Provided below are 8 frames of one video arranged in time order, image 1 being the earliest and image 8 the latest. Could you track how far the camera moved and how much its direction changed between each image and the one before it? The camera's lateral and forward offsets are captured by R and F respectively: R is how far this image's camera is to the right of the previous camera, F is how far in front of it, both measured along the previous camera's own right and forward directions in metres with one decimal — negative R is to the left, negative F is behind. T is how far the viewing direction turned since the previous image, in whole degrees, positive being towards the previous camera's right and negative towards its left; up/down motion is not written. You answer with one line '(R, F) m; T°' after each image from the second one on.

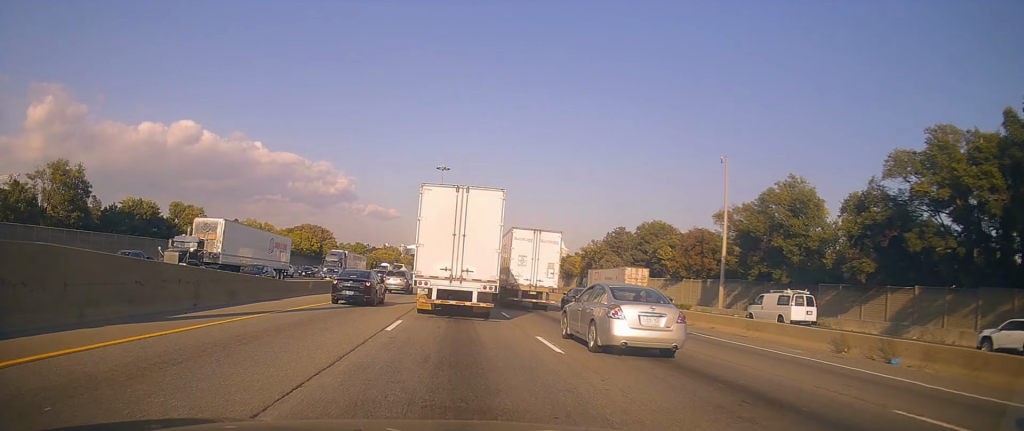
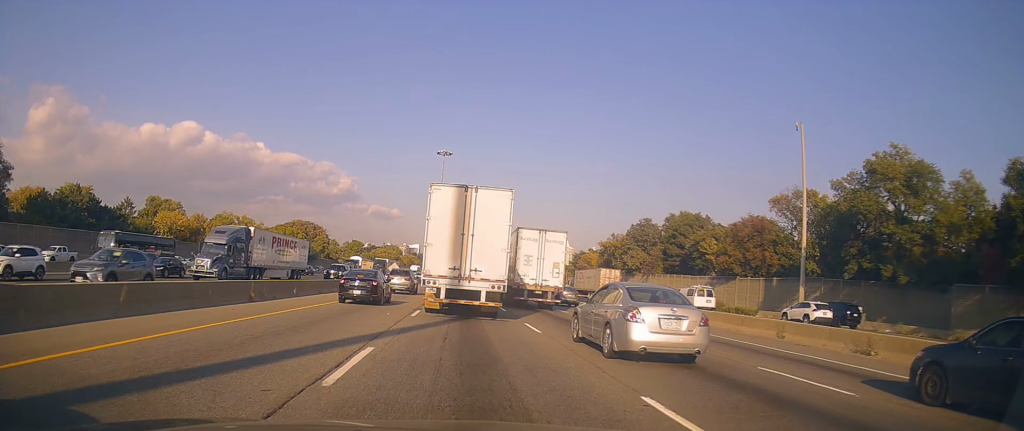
(-0.5, +18.7) m; -2°
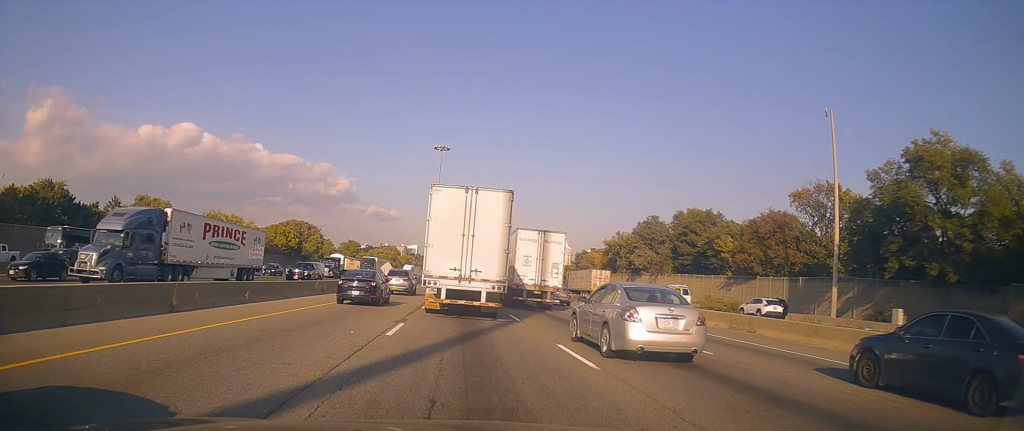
(-0.2, +6.2) m; +2°
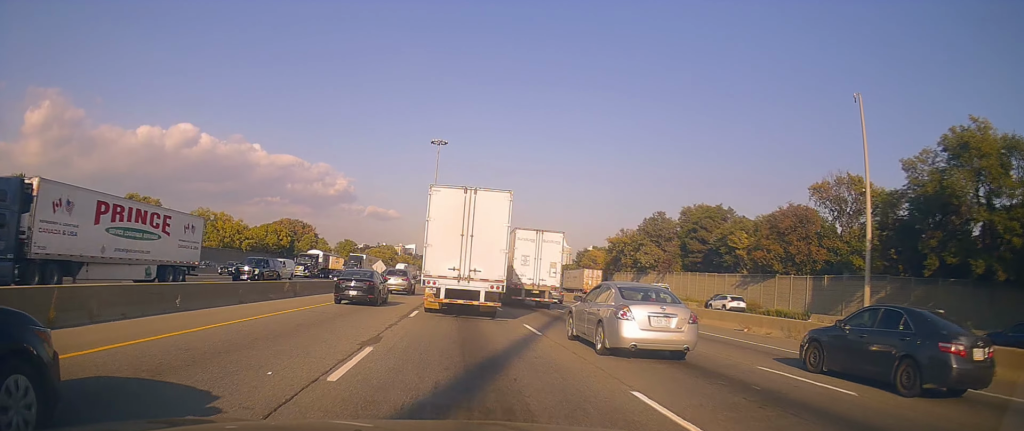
(+0.4, +5.4) m; -1°
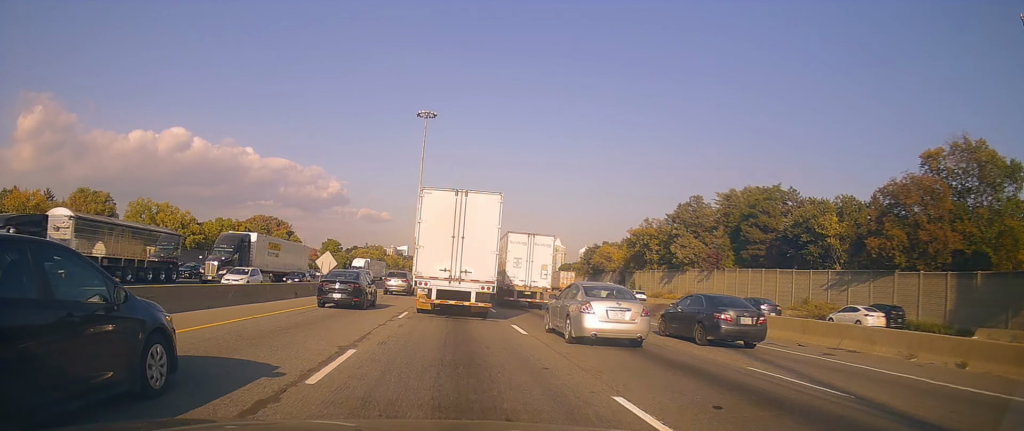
(-0.9, +23.2) m; 0°
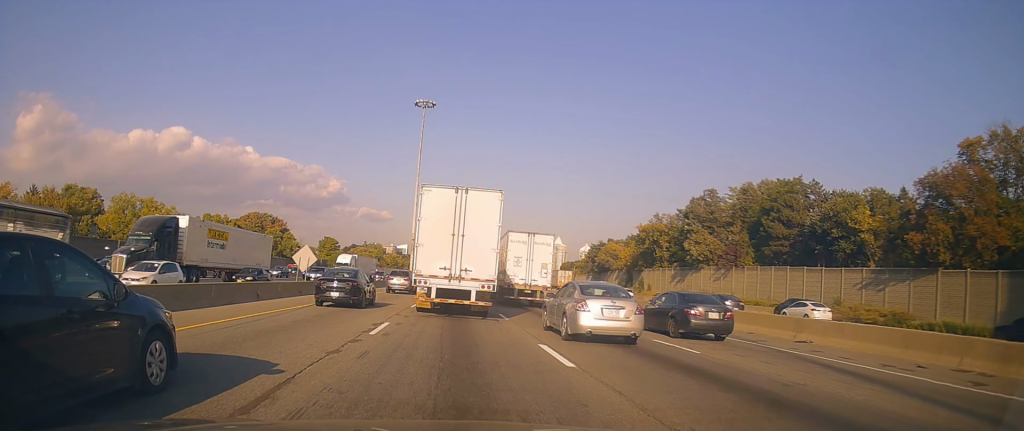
(+0.1, +5.9) m; +1°
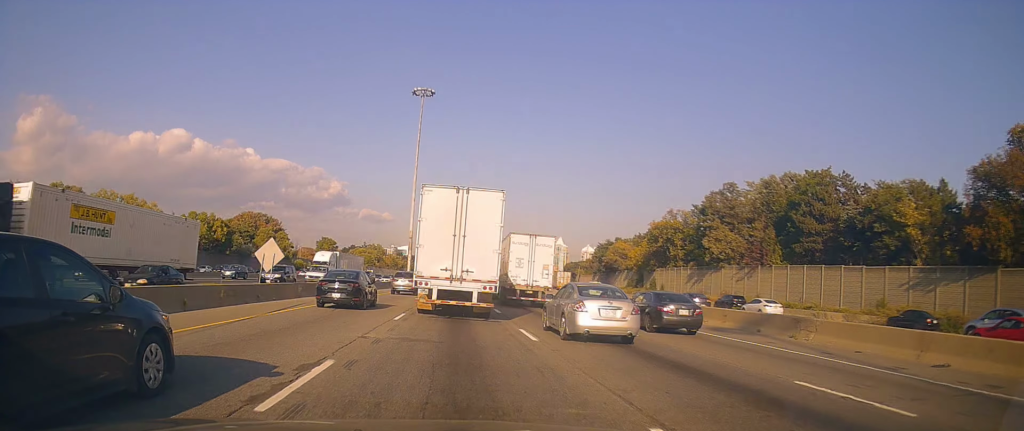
(0.0, +6.9) m; 0°
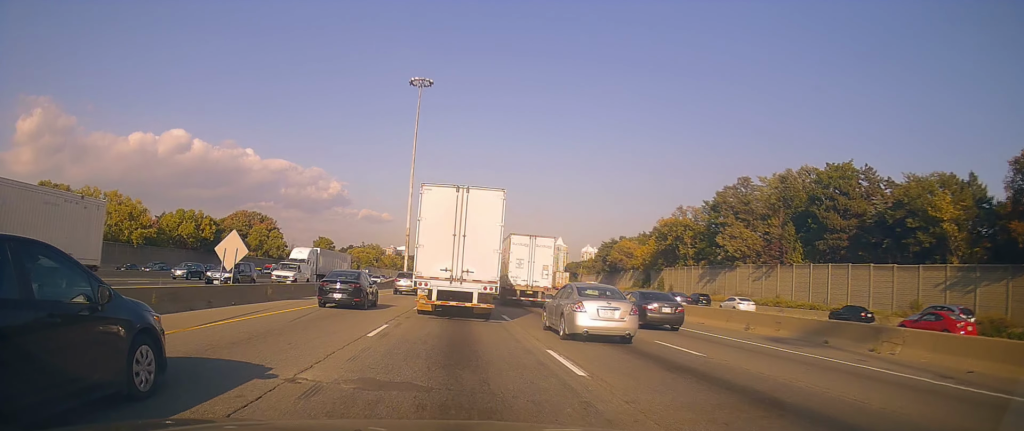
(0.0, +4.9) m; 0°
